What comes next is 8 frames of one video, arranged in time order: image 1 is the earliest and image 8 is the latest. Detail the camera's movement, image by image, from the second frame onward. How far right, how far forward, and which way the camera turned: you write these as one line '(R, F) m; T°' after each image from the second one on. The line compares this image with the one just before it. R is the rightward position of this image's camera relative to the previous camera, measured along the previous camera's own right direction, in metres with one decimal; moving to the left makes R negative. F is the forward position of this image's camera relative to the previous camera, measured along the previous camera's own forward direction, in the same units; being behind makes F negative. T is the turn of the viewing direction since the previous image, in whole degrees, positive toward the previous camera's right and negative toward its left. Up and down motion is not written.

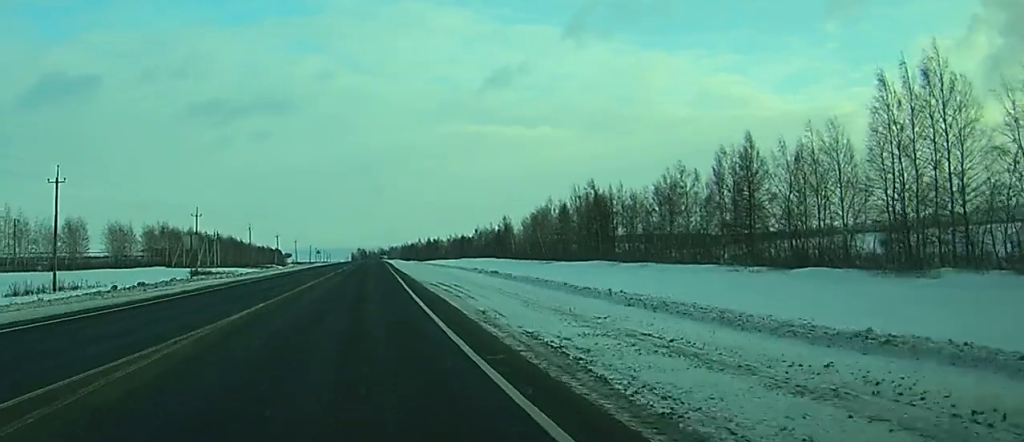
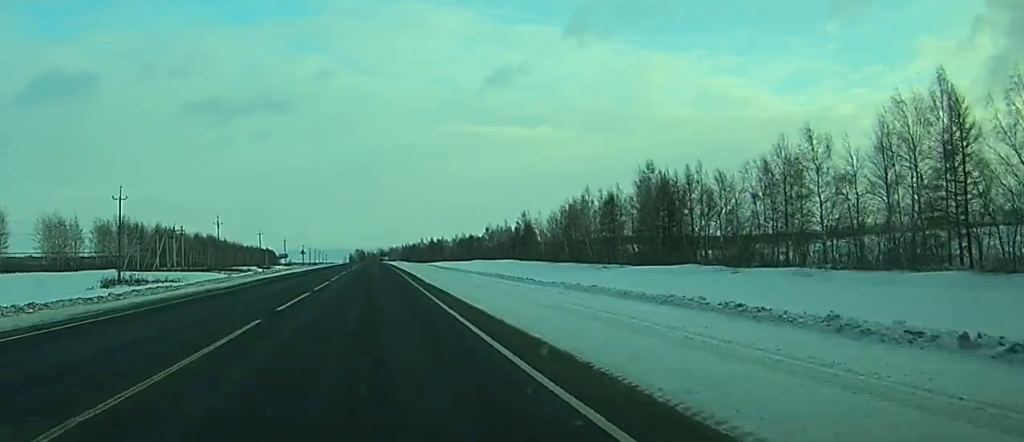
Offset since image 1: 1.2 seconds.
(0.0, +39.8) m; 0°
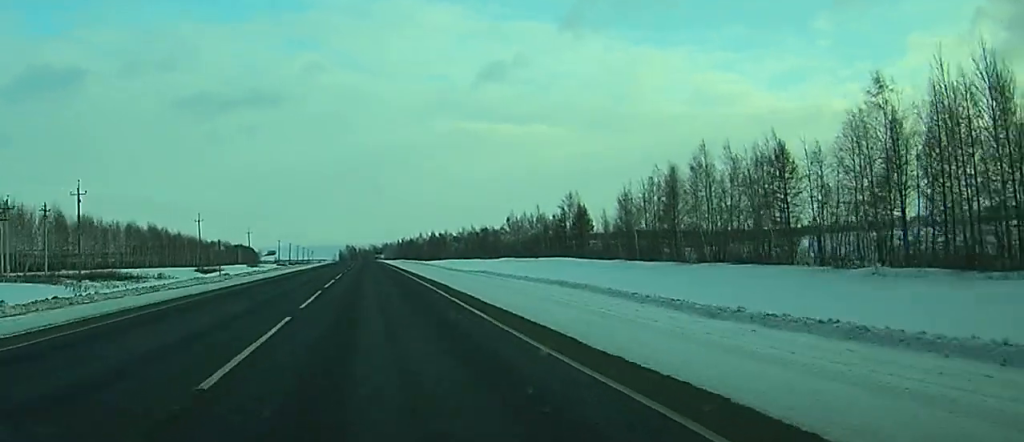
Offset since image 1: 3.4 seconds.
(+0.1, +70.4) m; 0°
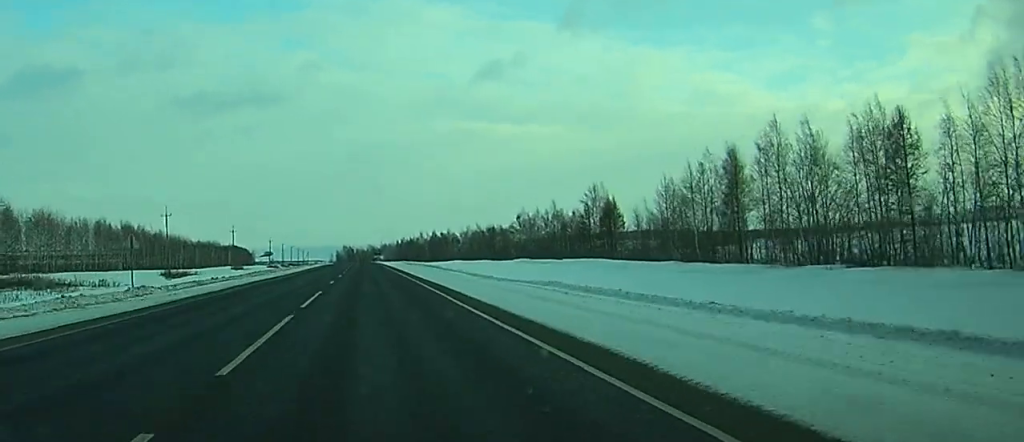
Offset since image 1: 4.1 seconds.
(+0.1, +22.8) m; 0°
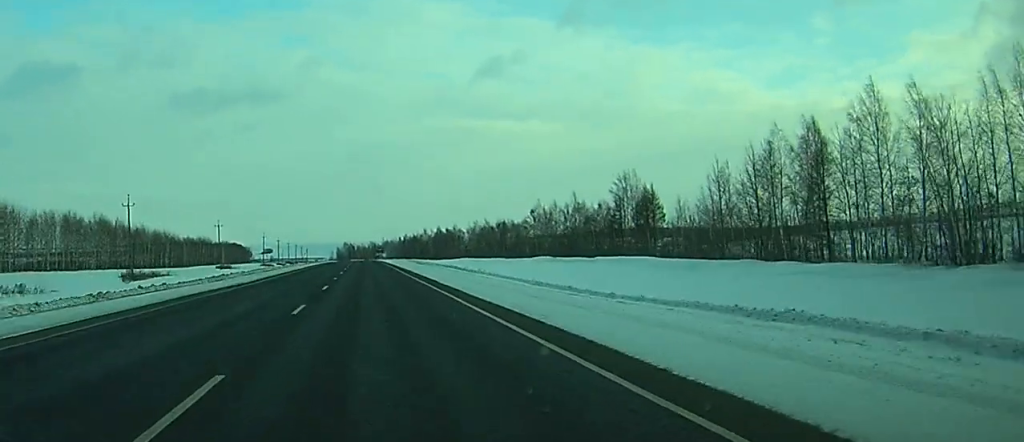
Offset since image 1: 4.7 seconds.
(0.0, +20.7) m; 0°
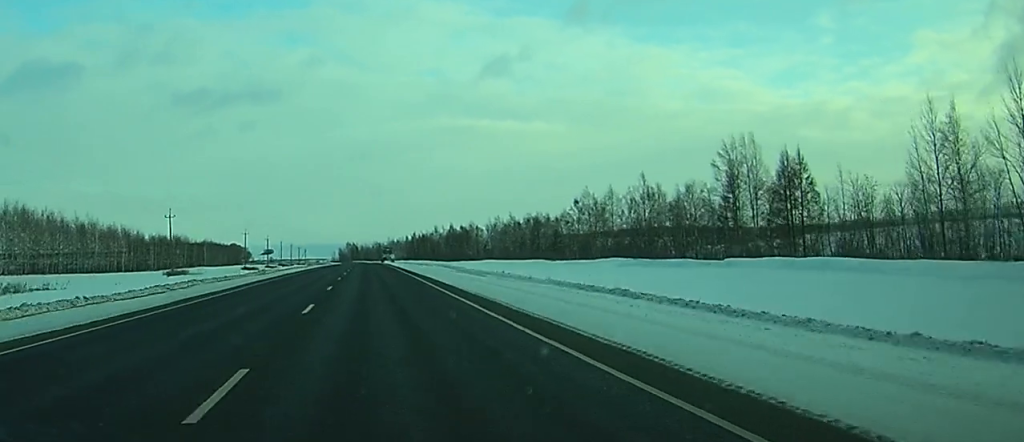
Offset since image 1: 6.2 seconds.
(0.0, +47.0) m; 0°
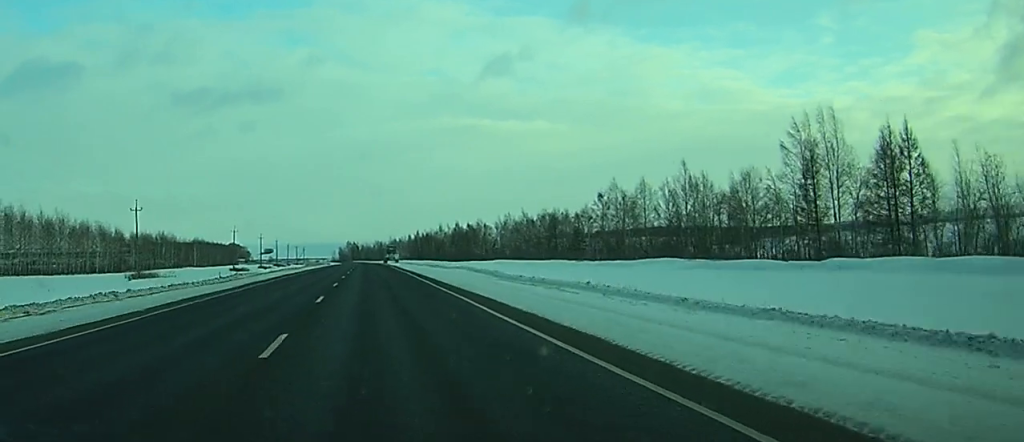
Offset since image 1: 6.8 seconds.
(0.0, +19.7) m; 0°
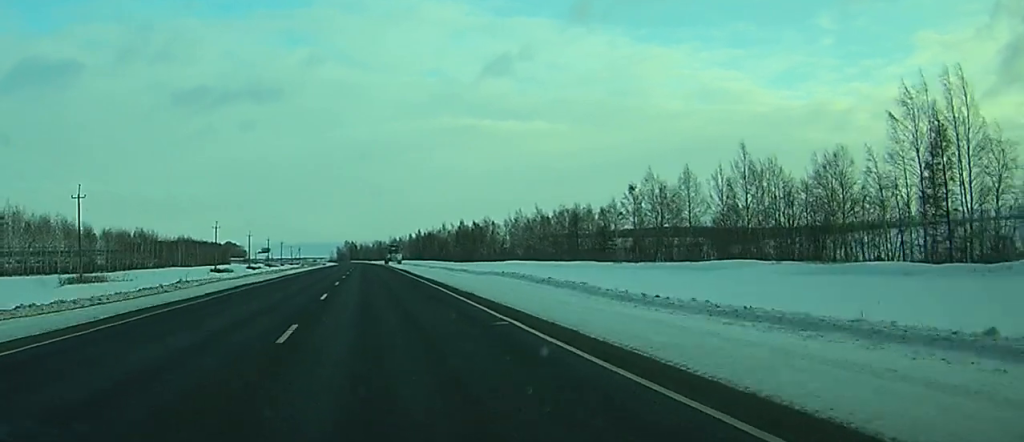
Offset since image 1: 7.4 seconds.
(-0.1, +22.0) m; 0°
